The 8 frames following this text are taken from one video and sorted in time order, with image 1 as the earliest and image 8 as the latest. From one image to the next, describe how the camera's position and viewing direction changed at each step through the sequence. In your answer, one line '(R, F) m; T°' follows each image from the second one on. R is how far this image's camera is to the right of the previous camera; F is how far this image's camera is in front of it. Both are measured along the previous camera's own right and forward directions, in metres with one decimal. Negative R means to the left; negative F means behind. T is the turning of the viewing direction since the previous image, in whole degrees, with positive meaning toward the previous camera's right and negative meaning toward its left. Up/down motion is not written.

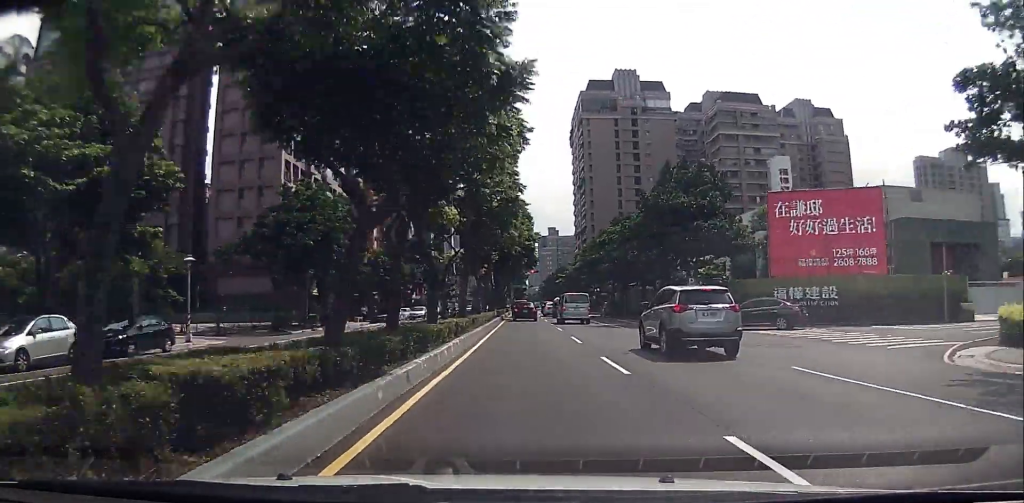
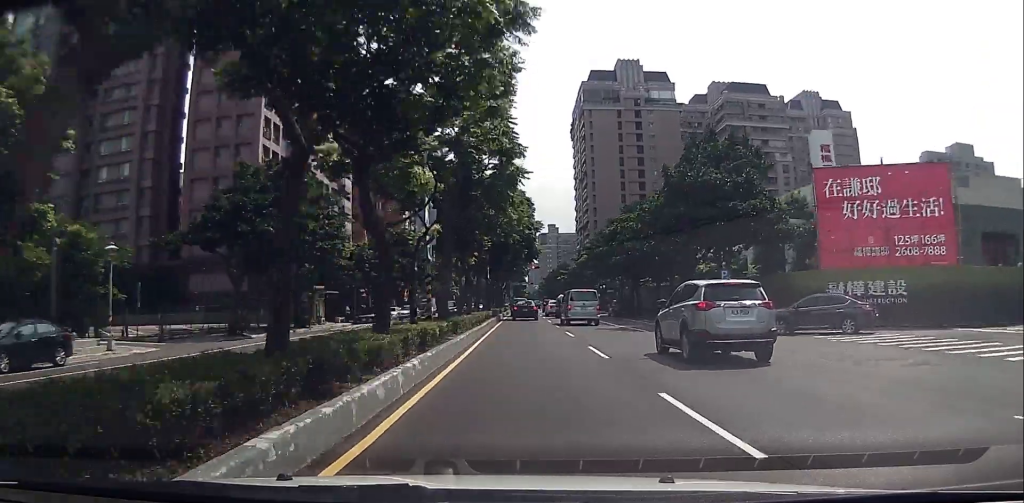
(0.0, +7.4) m; 0°
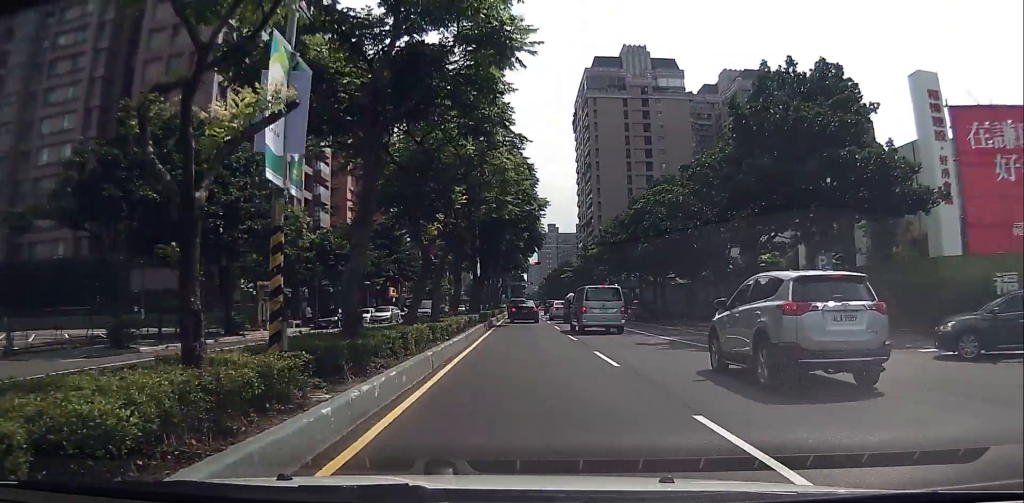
(+0.1, +13.0) m; 0°
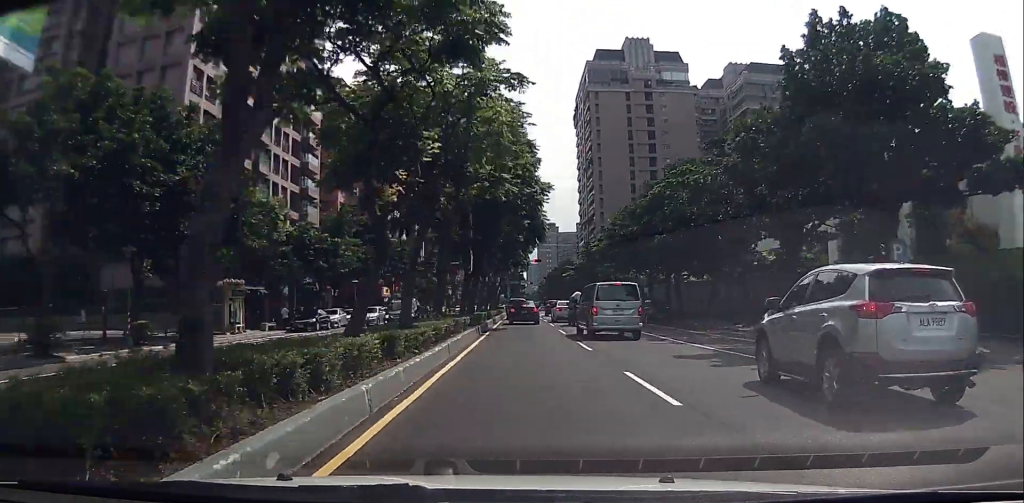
(0.0, +5.5) m; 0°
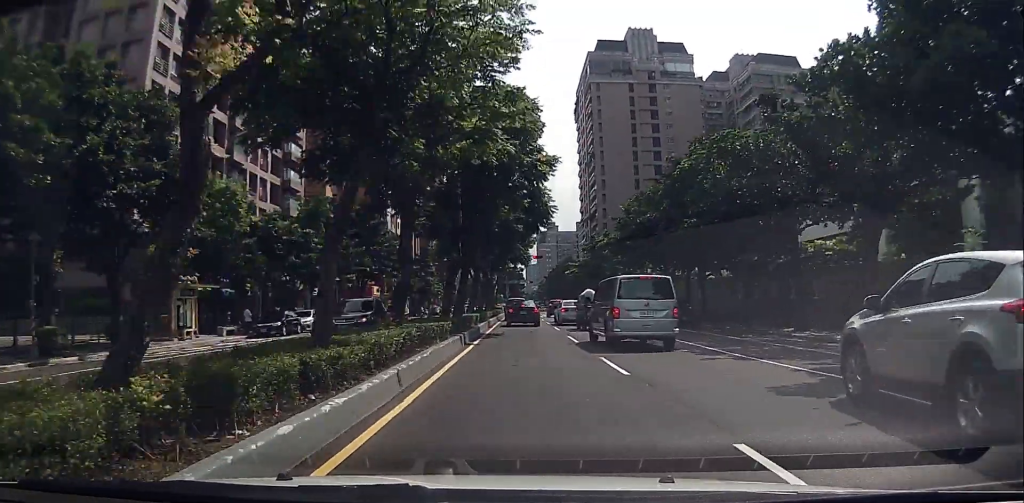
(0.0, +7.2) m; 0°
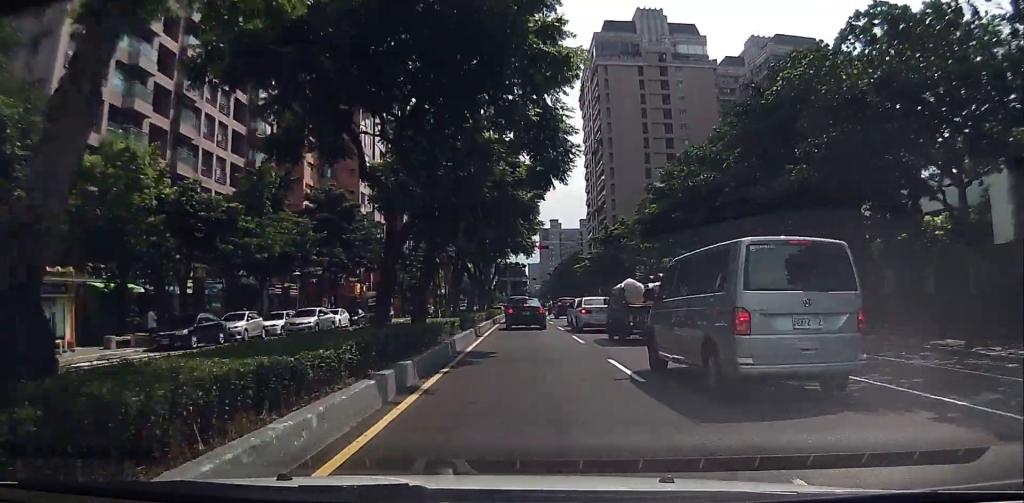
(+0.1, +12.4) m; -1°
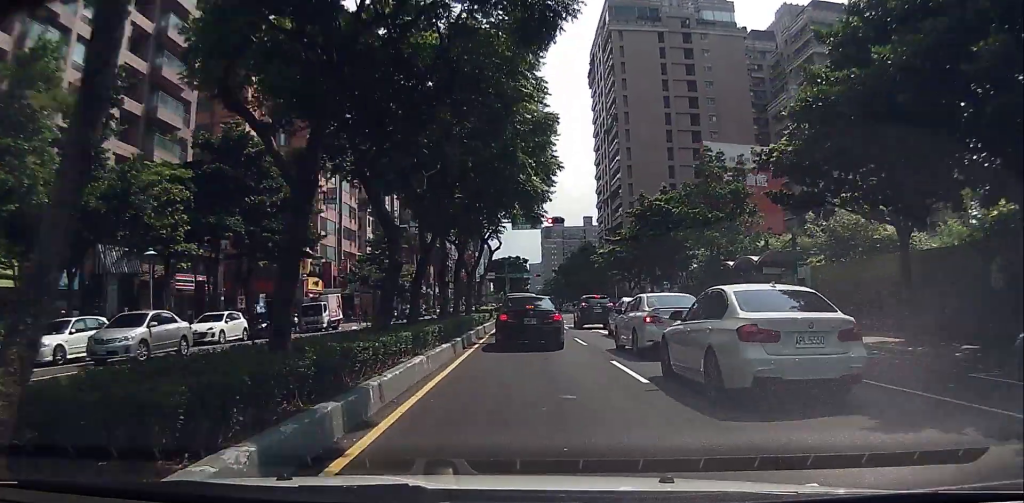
(-1.1, +22.2) m; 0°
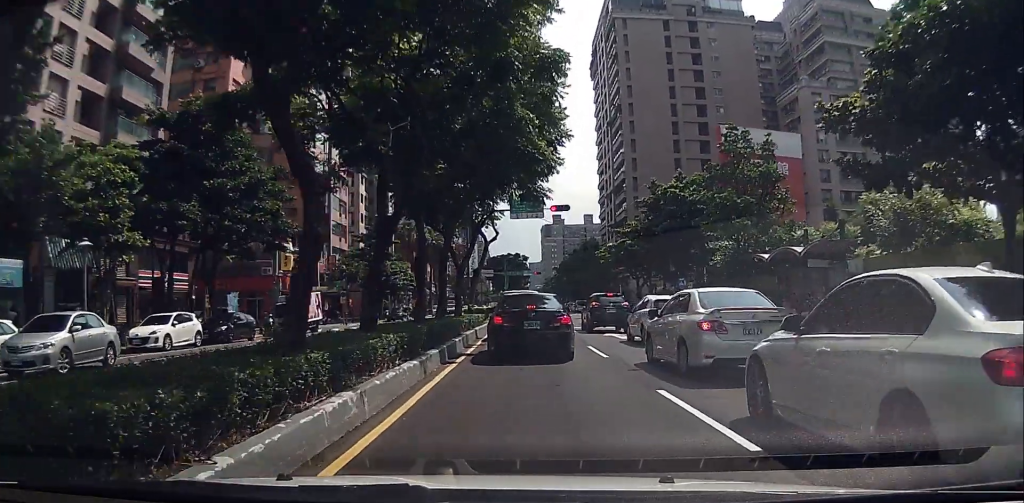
(+0.2, +5.6) m; 0°
